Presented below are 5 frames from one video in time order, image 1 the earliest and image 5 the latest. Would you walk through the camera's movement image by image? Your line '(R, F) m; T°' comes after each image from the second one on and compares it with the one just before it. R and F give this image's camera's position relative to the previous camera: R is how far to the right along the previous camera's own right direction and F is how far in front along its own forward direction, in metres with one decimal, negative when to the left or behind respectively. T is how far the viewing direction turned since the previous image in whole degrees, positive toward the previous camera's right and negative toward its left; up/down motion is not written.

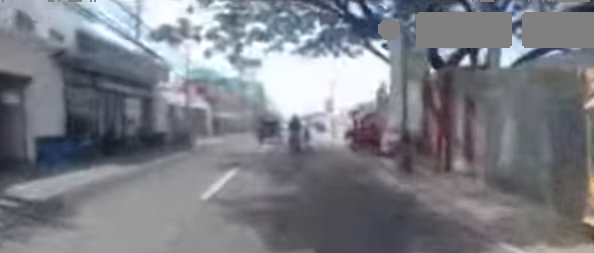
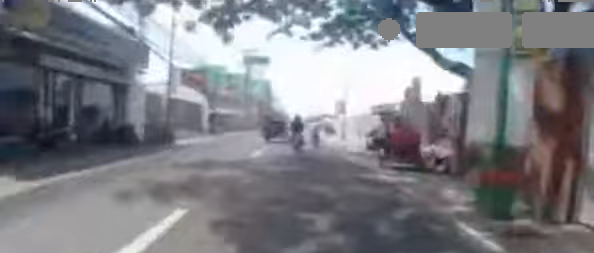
(-0.2, +3.4) m; 0°
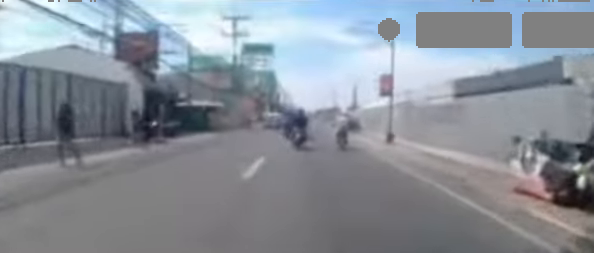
(+0.7, +13.4) m; +1°
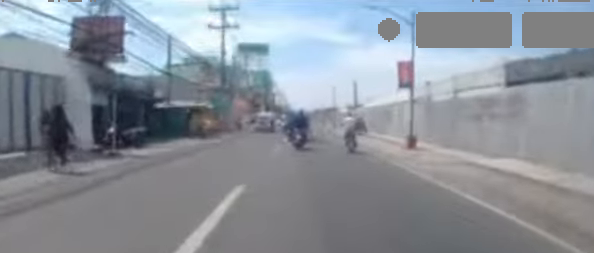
(+0.2, +3.7) m; -2°
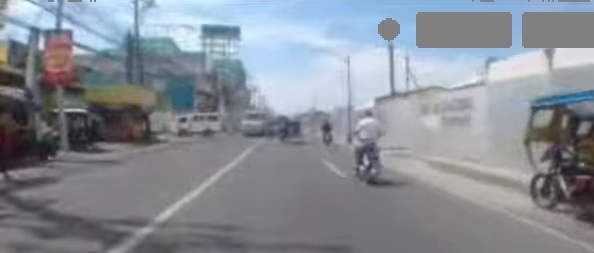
(+0.4, +24.6) m; +4°
